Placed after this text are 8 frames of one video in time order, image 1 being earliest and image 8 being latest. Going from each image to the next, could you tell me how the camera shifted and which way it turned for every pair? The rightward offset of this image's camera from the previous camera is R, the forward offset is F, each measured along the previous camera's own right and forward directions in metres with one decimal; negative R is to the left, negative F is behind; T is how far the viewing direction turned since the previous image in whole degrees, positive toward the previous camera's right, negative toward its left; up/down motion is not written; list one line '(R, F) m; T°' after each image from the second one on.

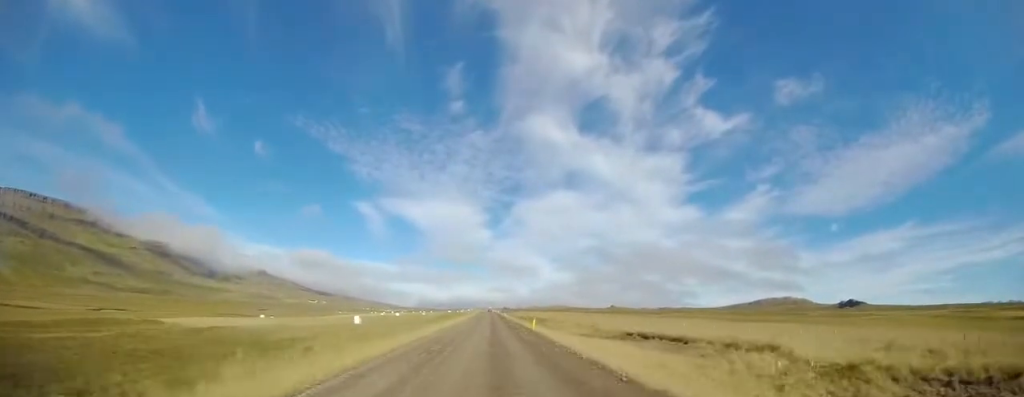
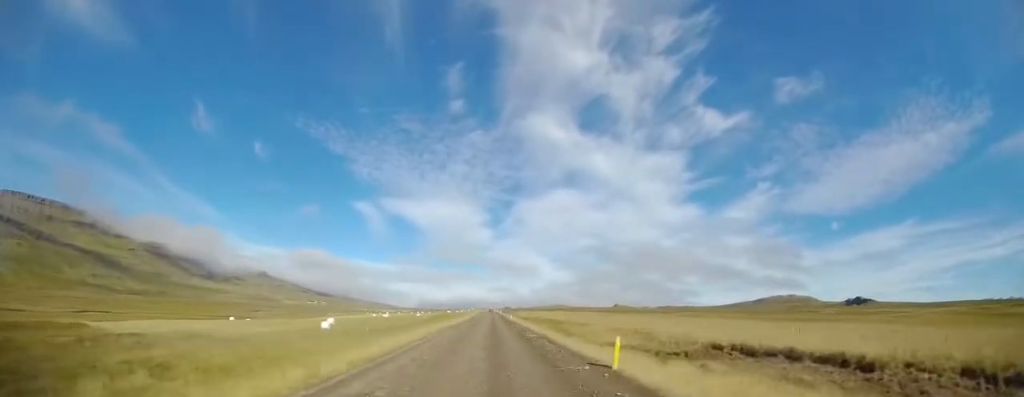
(0.0, +18.4) m; 0°
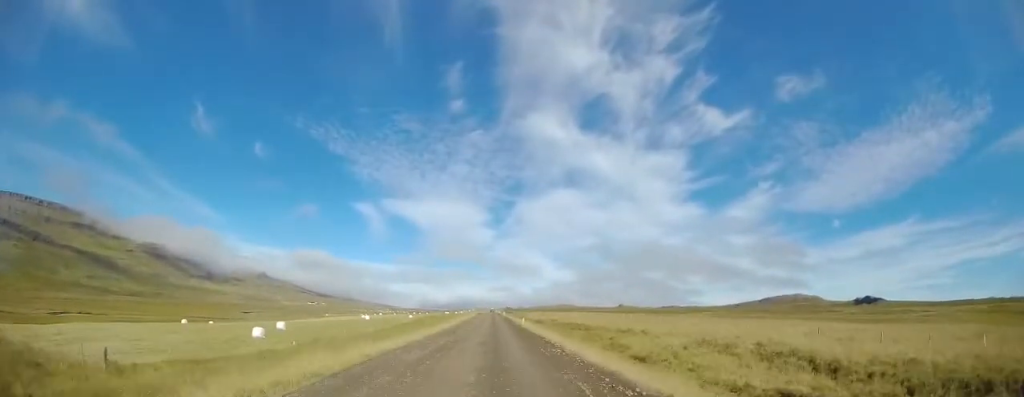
(+0.2, +22.5) m; 0°
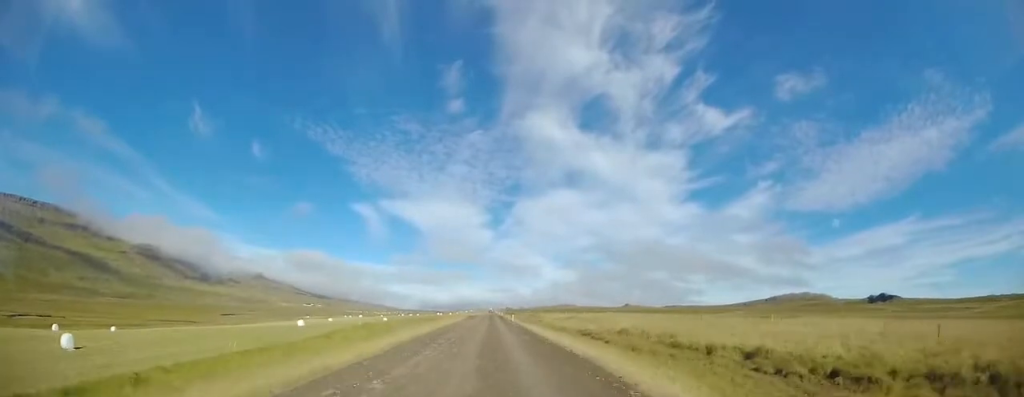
(-1.0, +41.7) m; -2°
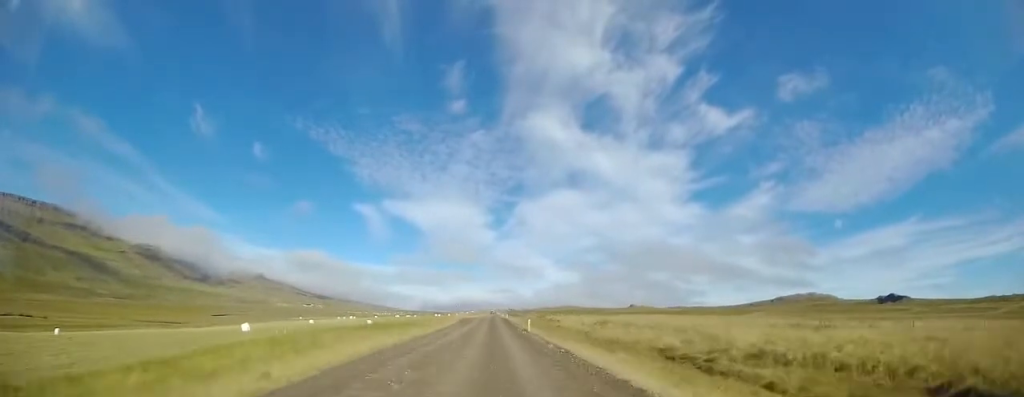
(-0.1, +19.1) m; +1°
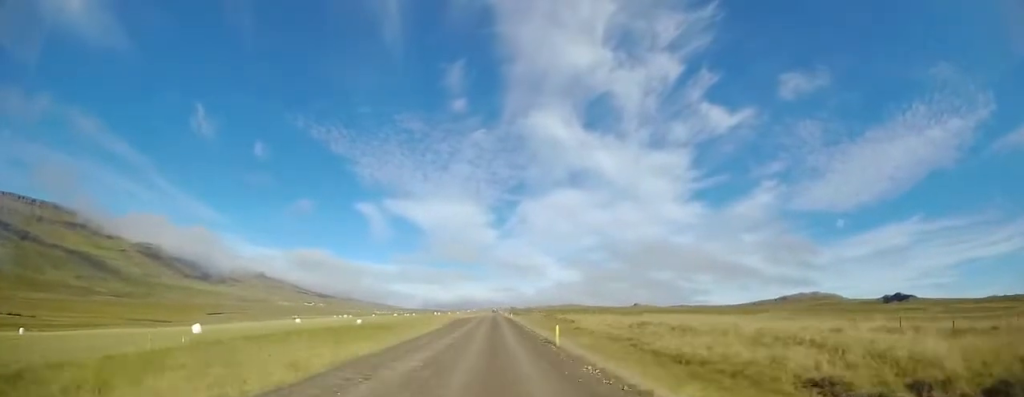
(0.0, +11.6) m; +1°
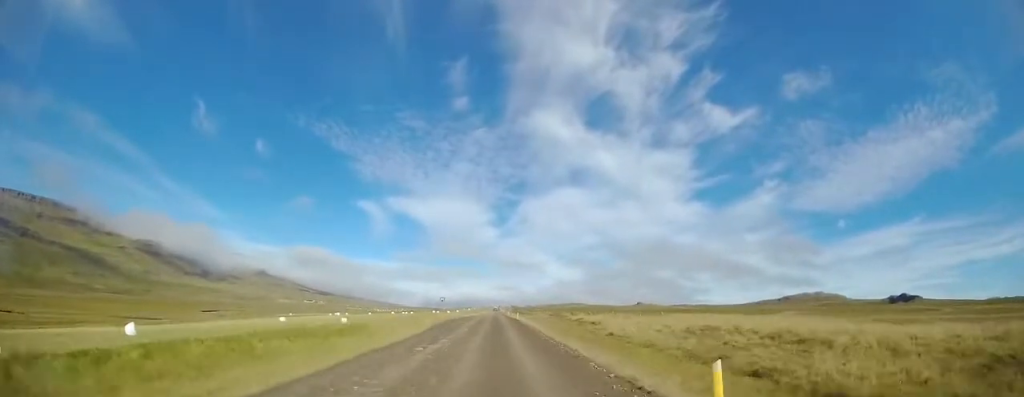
(+0.3, +11.6) m; +1°
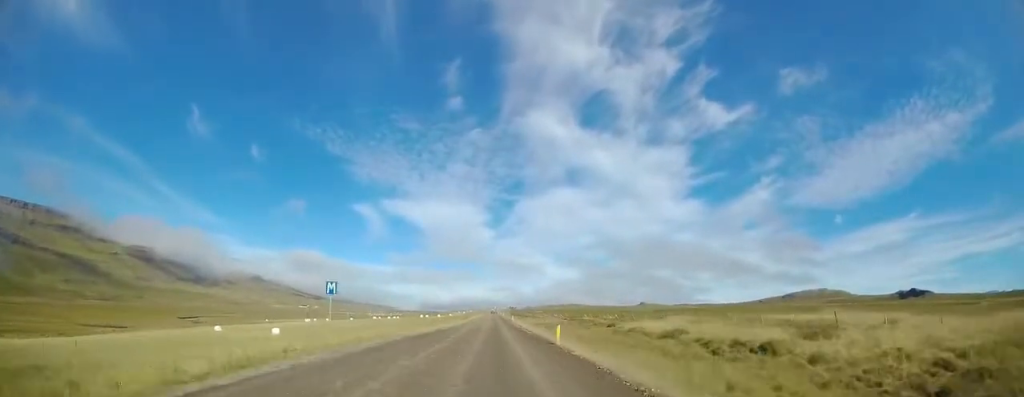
(-0.2, +30.9) m; -1°
